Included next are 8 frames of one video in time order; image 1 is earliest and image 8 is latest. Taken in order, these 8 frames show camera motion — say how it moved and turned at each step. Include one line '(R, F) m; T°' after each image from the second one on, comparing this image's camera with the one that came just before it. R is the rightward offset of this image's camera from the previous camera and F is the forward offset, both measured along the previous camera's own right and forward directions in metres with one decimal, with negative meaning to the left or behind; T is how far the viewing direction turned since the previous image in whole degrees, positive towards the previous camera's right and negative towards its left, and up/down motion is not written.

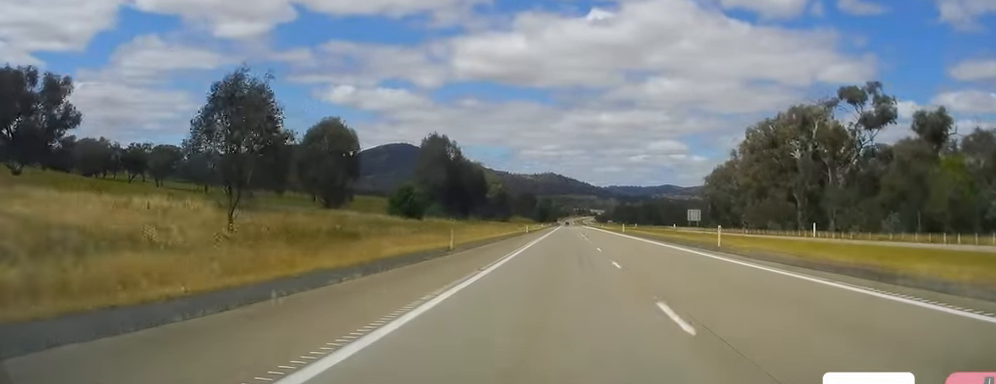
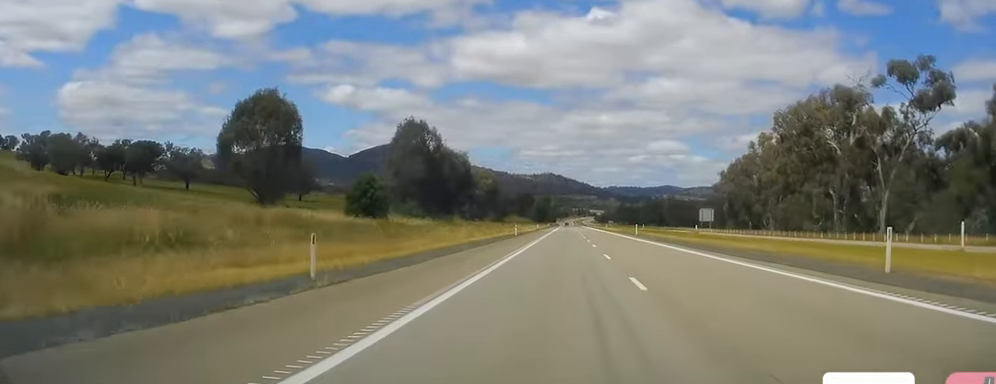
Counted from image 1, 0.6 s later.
(0.0, +18.4) m; 0°
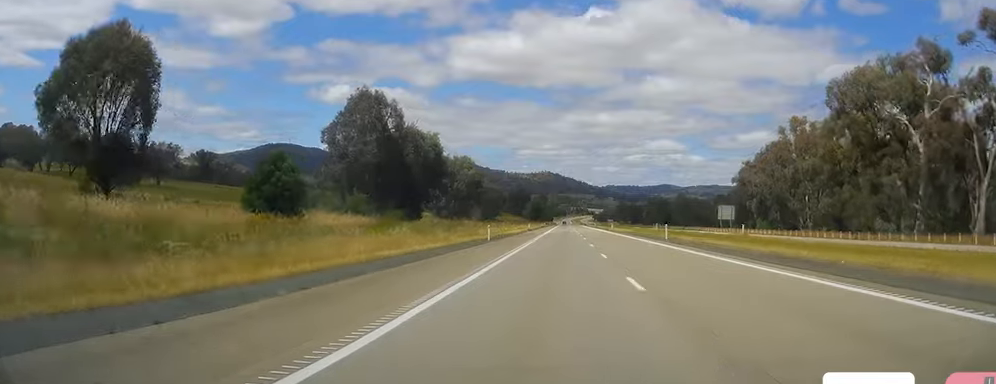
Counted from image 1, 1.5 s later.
(0.0, +24.2) m; -1°
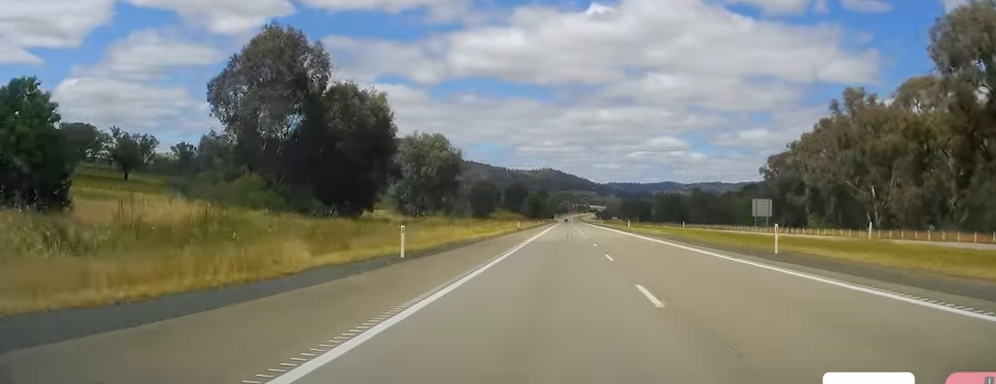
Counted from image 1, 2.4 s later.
(-0.4, +27.0) m; 0°
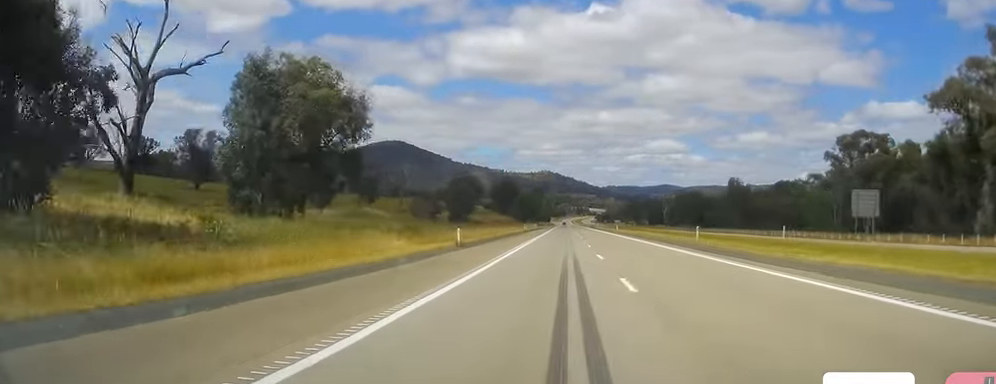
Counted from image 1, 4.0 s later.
(+0.7, +45.2) m; 0°
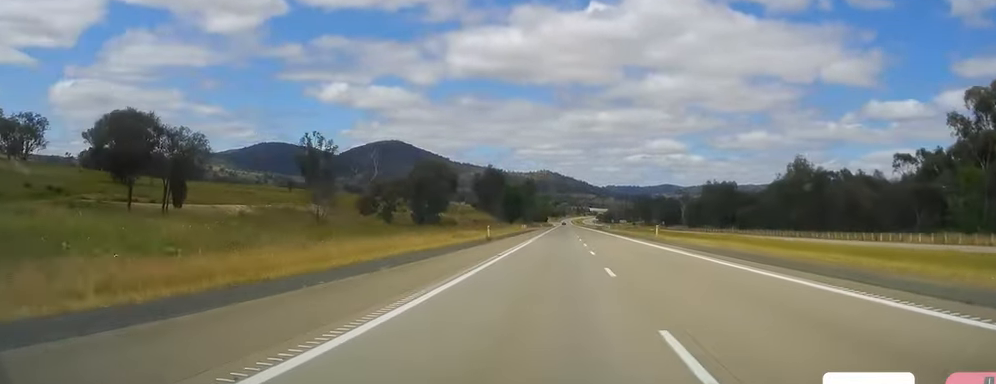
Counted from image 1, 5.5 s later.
(-0.1, +44.3) m; 0°
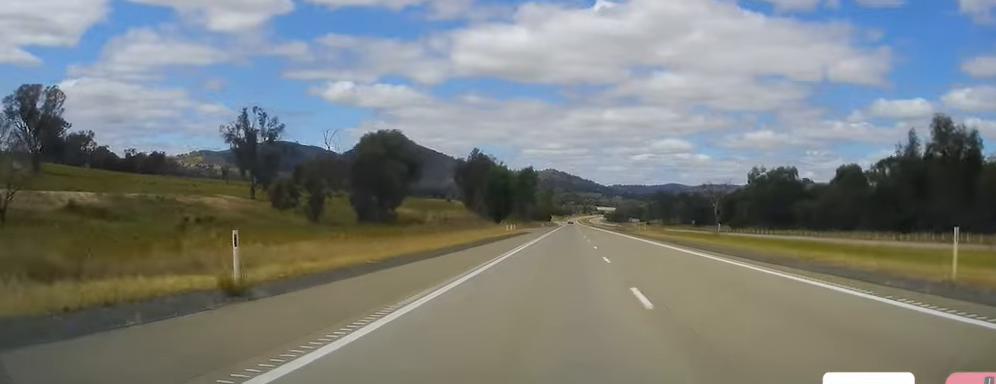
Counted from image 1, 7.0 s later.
(-0.6, +42.2) m; -1°
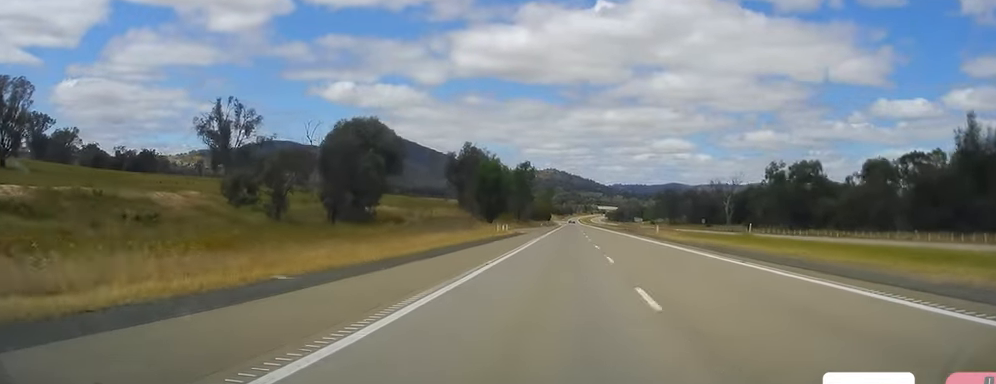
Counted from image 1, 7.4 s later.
(-0.2, +12.4) m; 0°
